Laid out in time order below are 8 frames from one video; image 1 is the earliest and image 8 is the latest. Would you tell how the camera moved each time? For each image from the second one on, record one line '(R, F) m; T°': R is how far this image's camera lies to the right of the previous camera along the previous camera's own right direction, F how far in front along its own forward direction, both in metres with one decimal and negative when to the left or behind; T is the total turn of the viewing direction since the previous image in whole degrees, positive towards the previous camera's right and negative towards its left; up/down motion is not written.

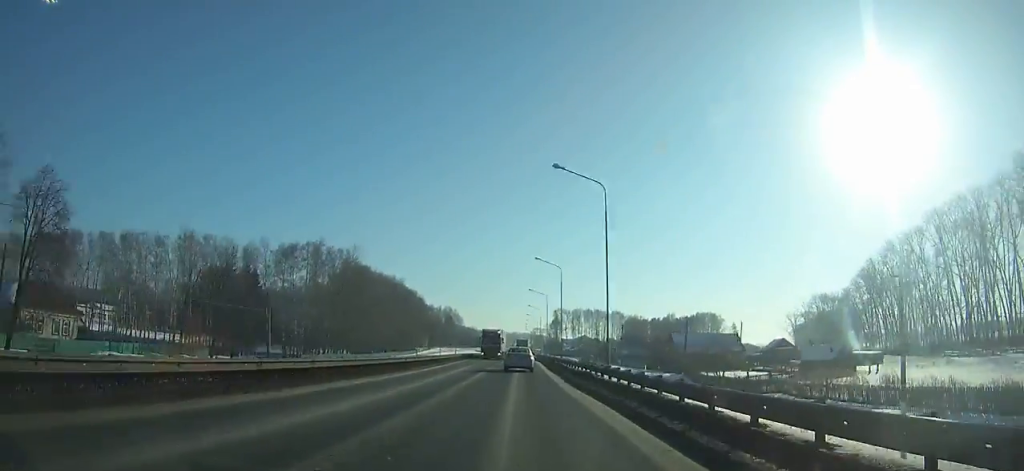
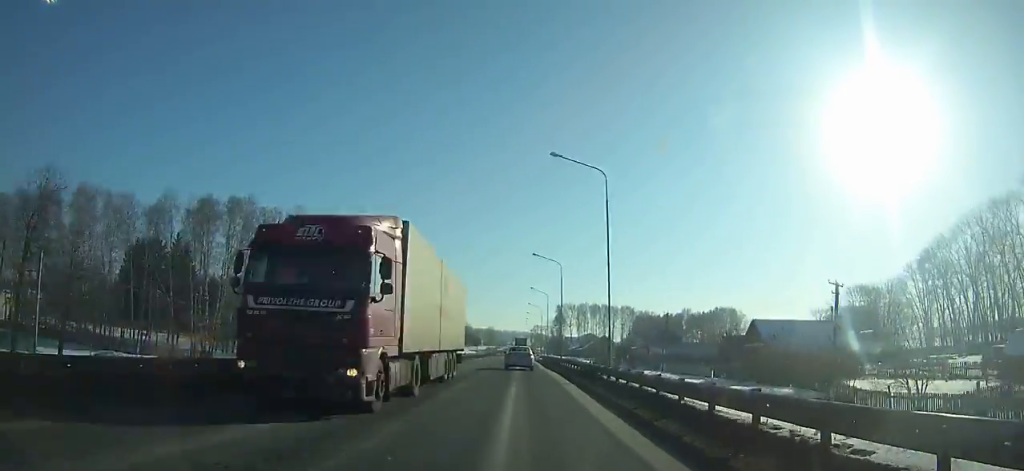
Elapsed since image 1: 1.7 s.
(0.0, +32.0) m; 0°
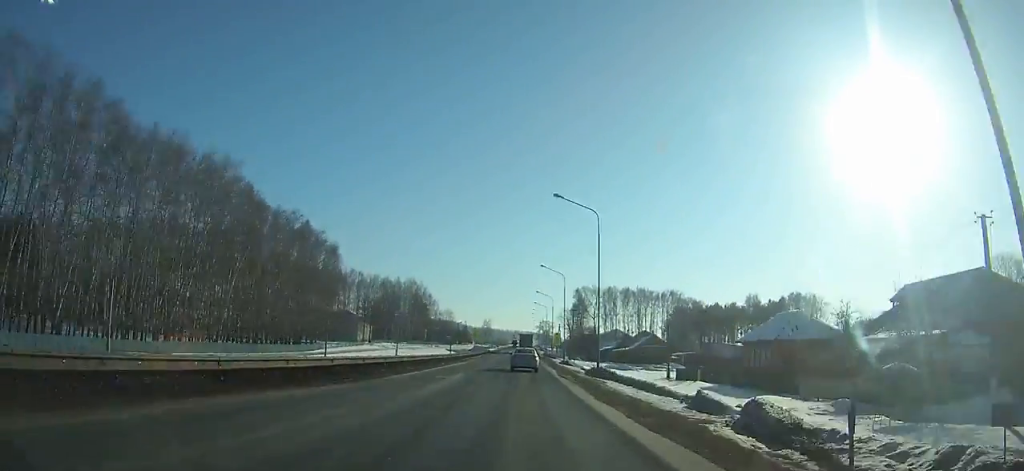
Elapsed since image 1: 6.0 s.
(+0.1, +80.1) m; 0°
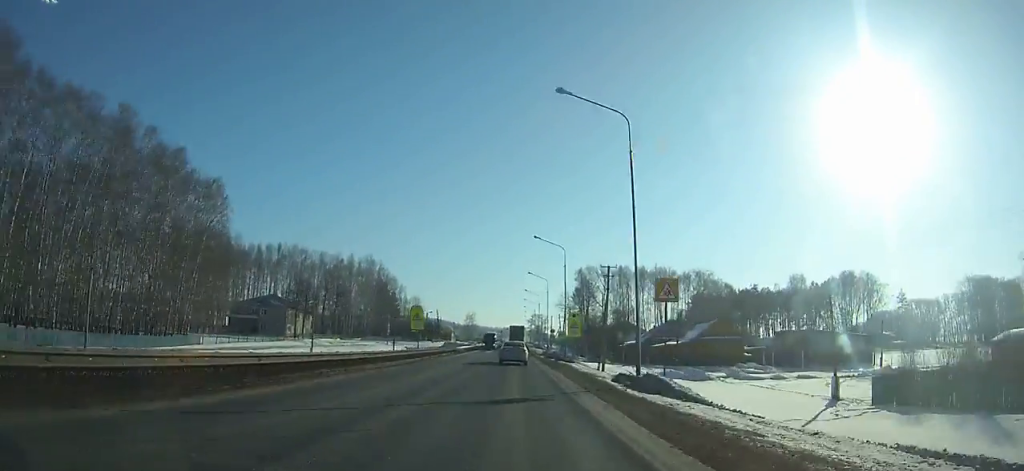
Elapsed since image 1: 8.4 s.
(0.0, +43.2) m; 0°
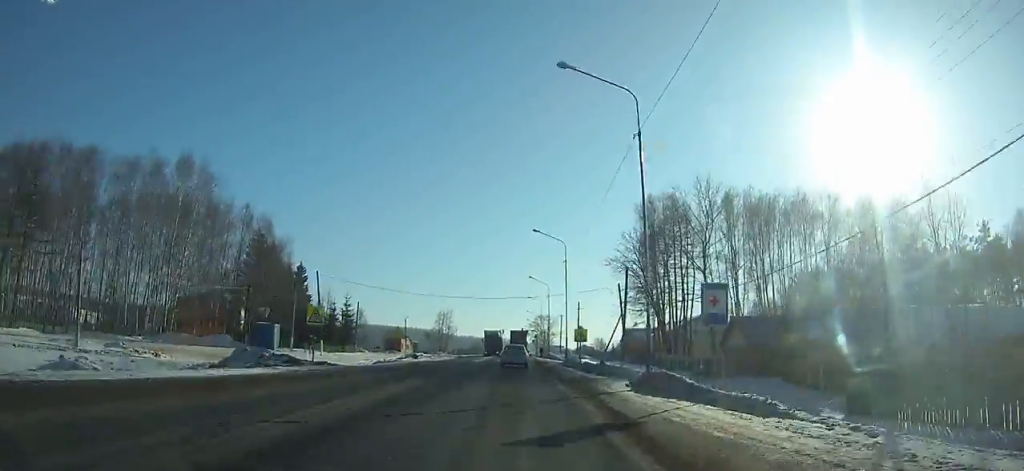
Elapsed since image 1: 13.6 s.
(+0.3, +89.1) m; 0°
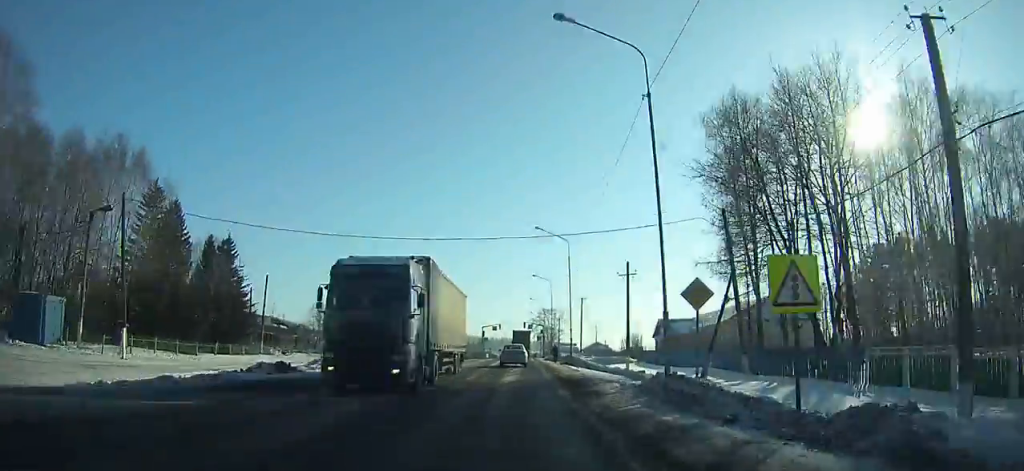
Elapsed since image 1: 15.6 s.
(0.0, +32.6) m; 0°
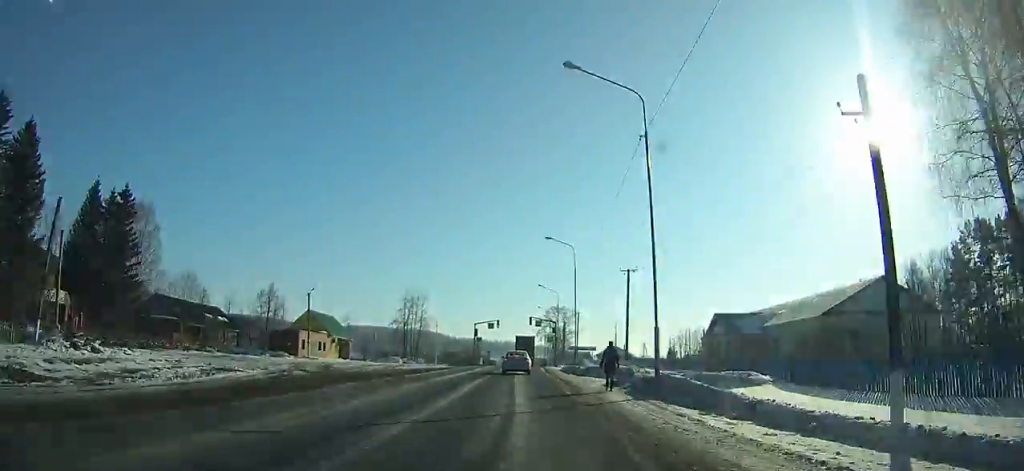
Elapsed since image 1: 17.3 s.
(-0.1, +26.6) m; 0°
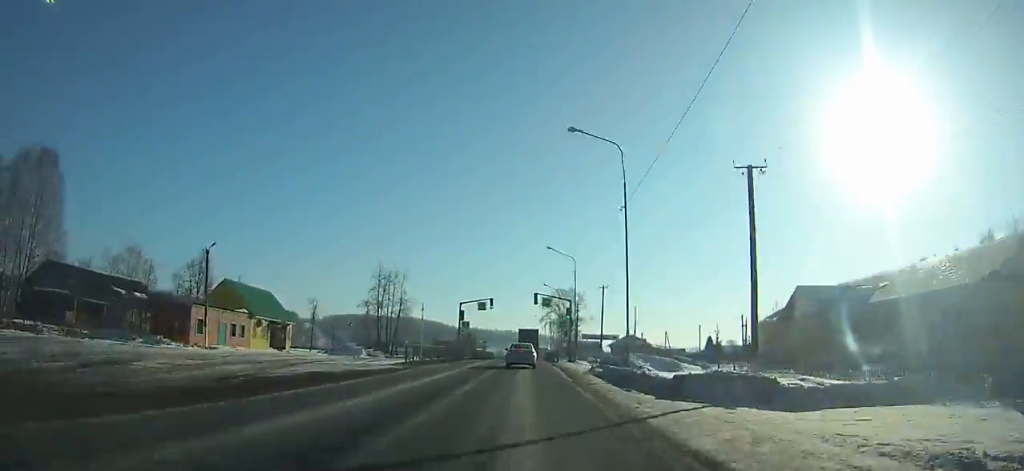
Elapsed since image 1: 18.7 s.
(-0.1, +21.8) m; 0°
